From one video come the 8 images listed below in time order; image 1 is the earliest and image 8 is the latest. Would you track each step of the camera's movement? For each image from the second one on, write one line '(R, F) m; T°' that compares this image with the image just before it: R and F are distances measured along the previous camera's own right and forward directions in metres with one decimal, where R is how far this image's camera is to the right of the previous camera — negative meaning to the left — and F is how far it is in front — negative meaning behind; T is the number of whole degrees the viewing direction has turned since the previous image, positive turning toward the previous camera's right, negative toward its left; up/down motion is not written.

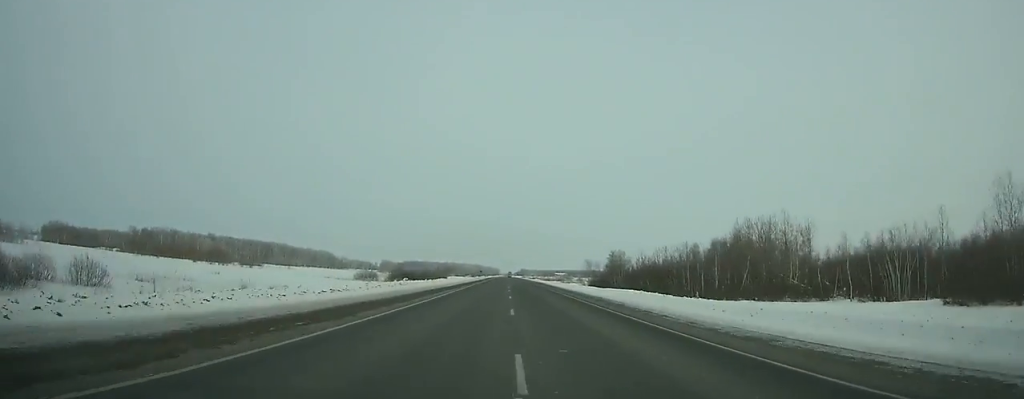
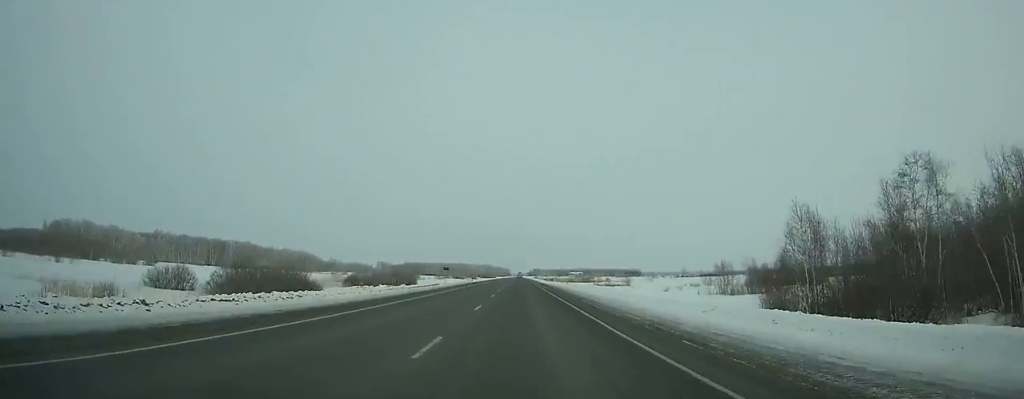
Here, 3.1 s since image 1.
(-0.3, +106.5) m; -1°
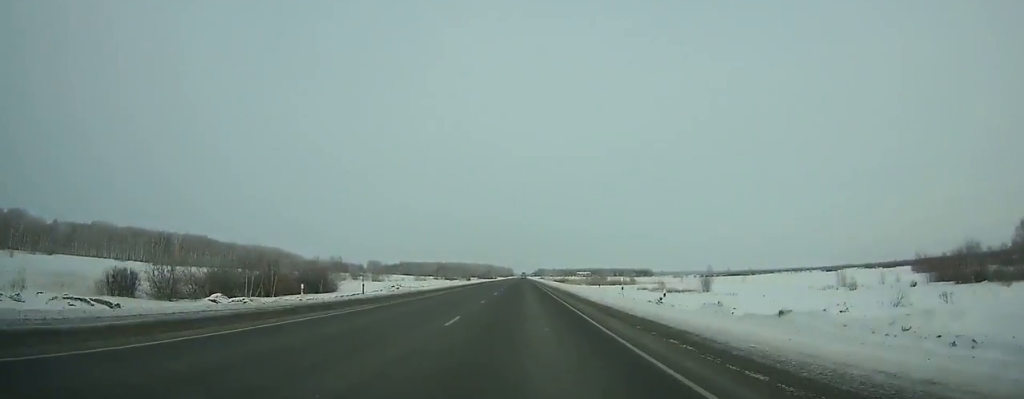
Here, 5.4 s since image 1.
(-0.4, +79.4) m; 0°
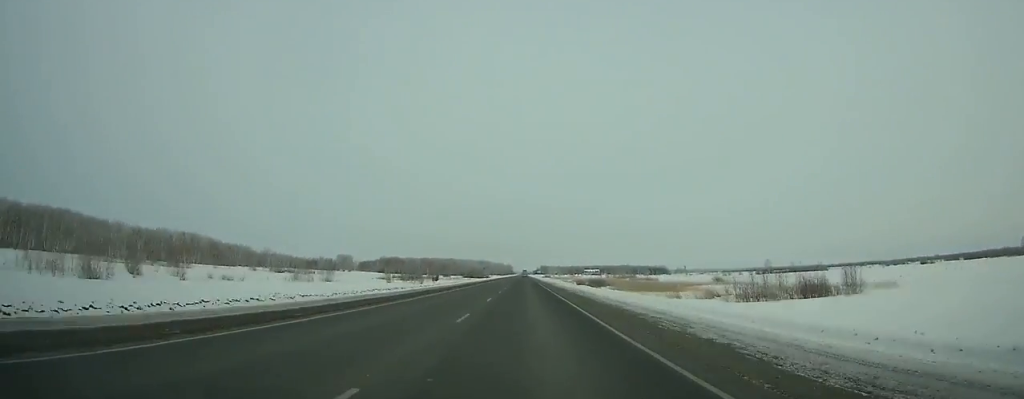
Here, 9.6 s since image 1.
(-0.2, +144.1) m; 0°
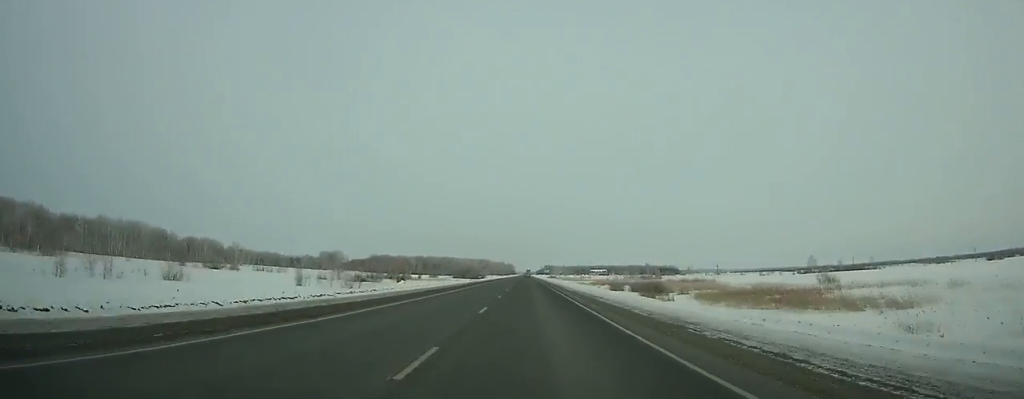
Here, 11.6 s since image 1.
(-0.1, +67.9) m; 0°
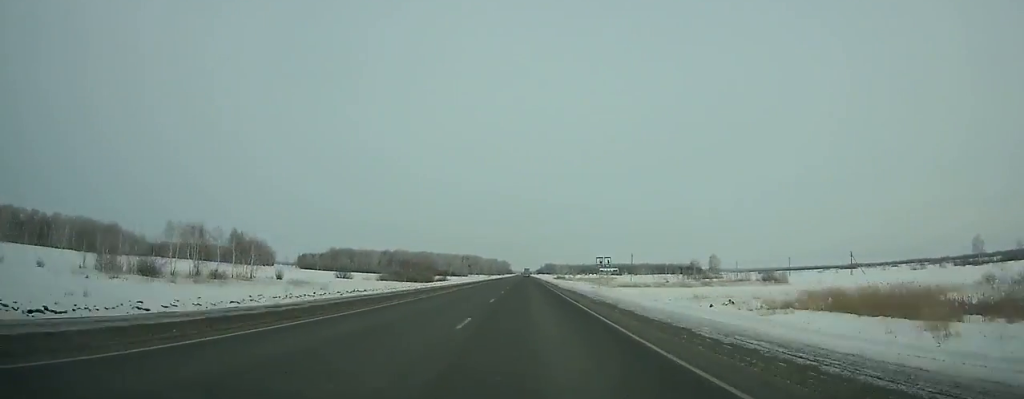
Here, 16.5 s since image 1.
(-0.3, +164.7) m; 0°
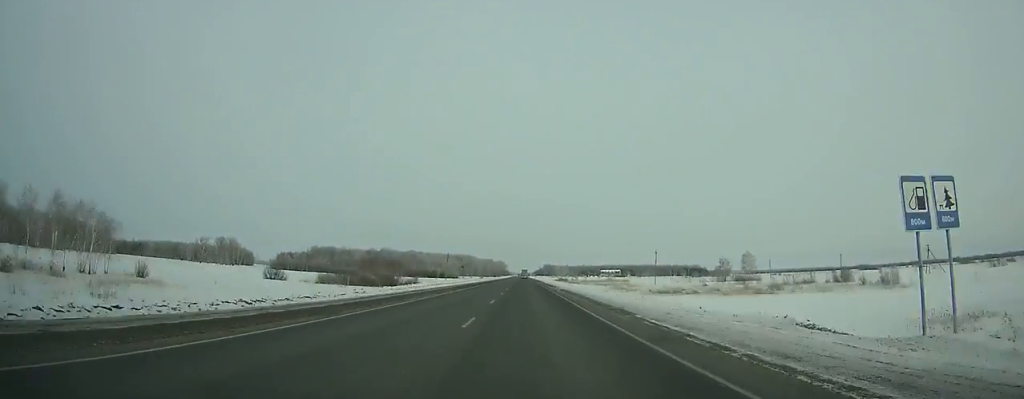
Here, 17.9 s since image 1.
(+0.1, +46.6) m; 0°
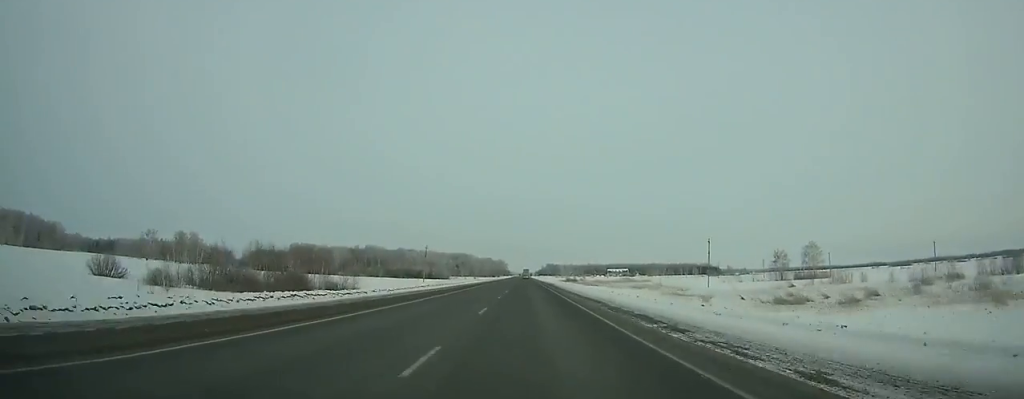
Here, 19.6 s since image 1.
(+0.1, +56.3) m; 0°
